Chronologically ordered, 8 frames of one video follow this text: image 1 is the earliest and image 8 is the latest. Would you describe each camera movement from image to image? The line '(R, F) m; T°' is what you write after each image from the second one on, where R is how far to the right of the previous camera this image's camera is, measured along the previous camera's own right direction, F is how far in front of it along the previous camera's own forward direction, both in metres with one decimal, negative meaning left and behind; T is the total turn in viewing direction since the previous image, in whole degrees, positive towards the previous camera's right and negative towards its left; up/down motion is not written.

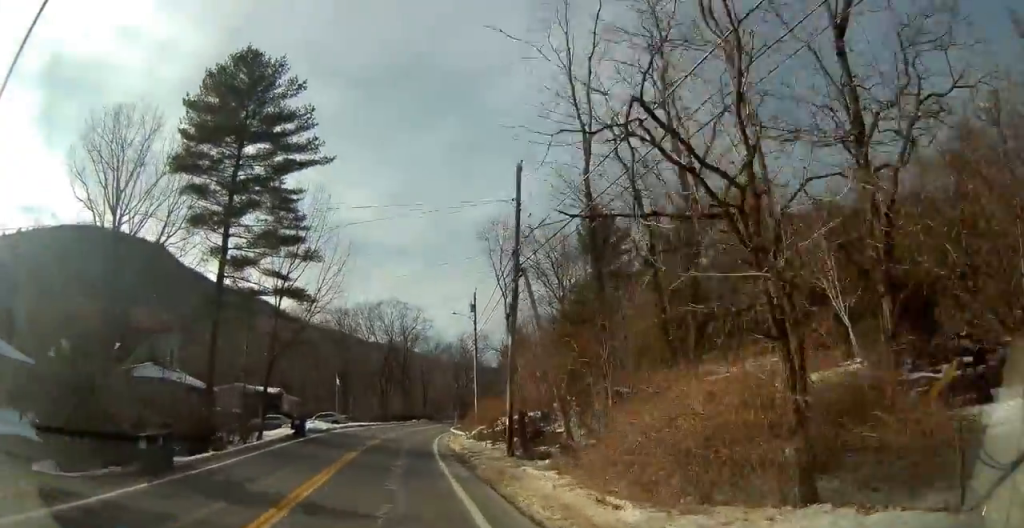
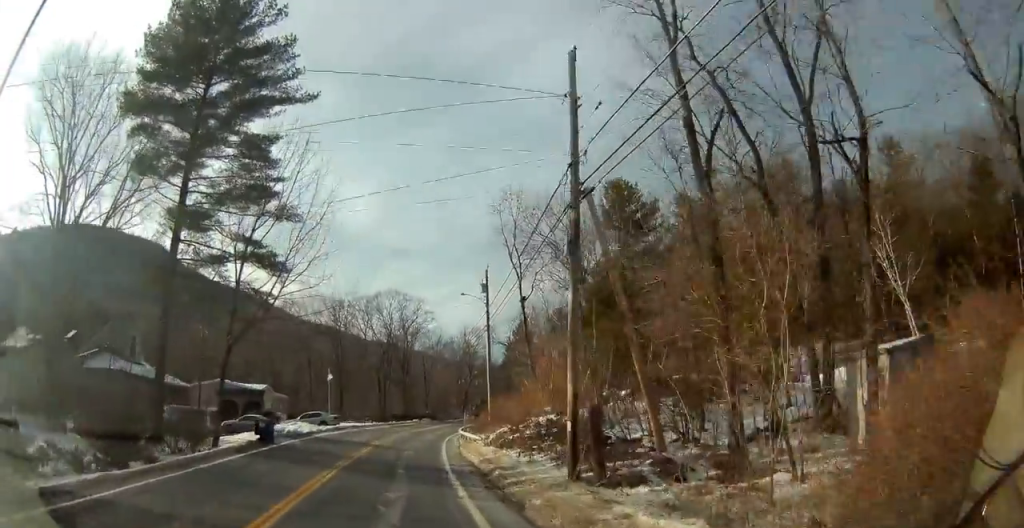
(0.0, +7.7) m; 0°
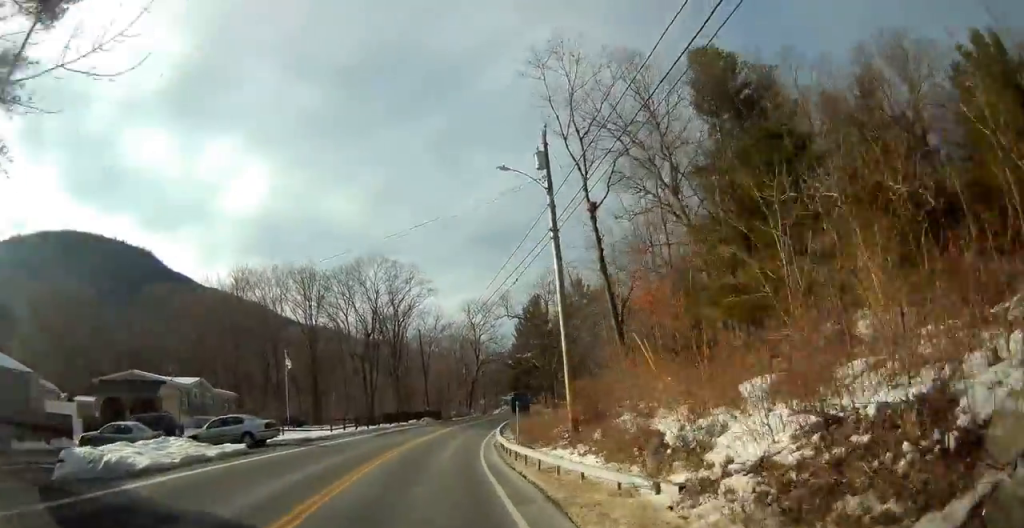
(0.0, +21.5) m; +1°
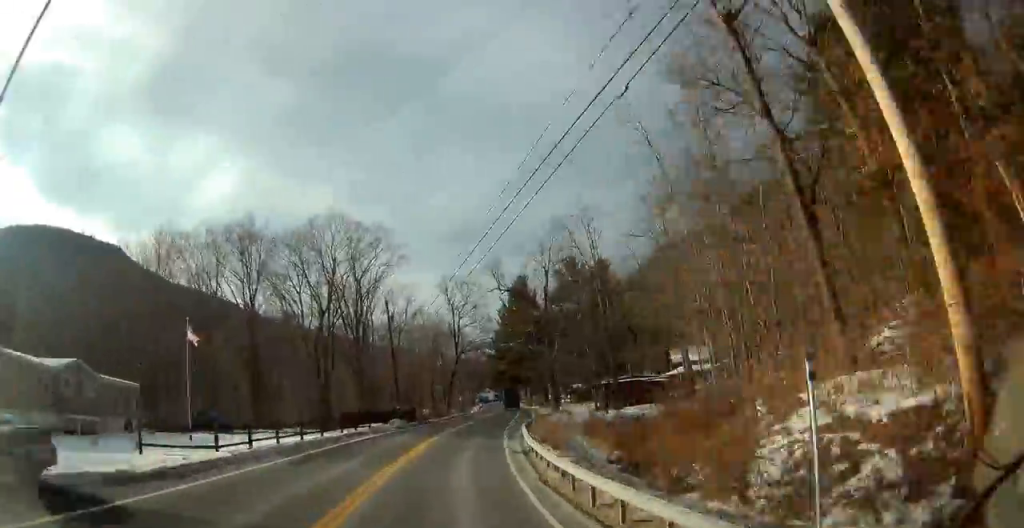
(+0.4, +16.4) m; +3°
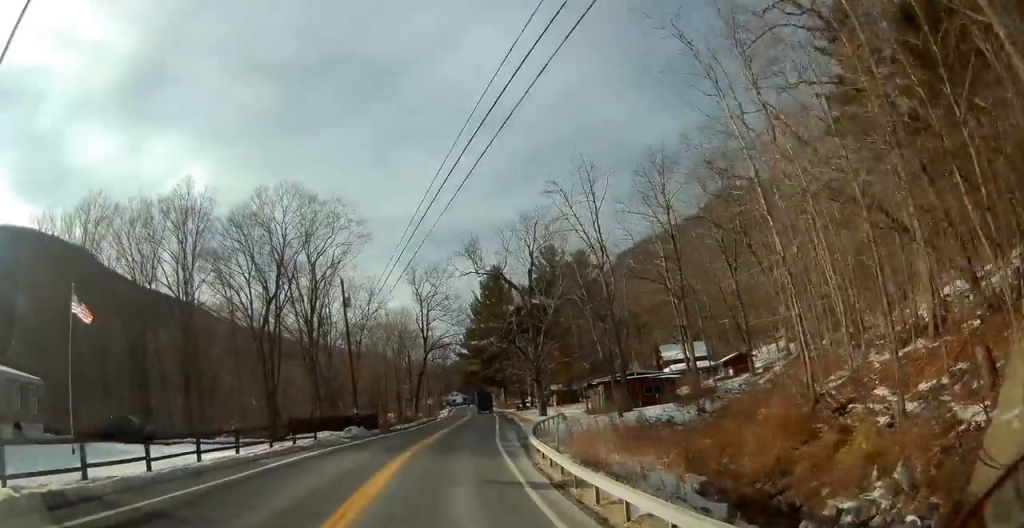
(+0.2, +9.4) m; +3°
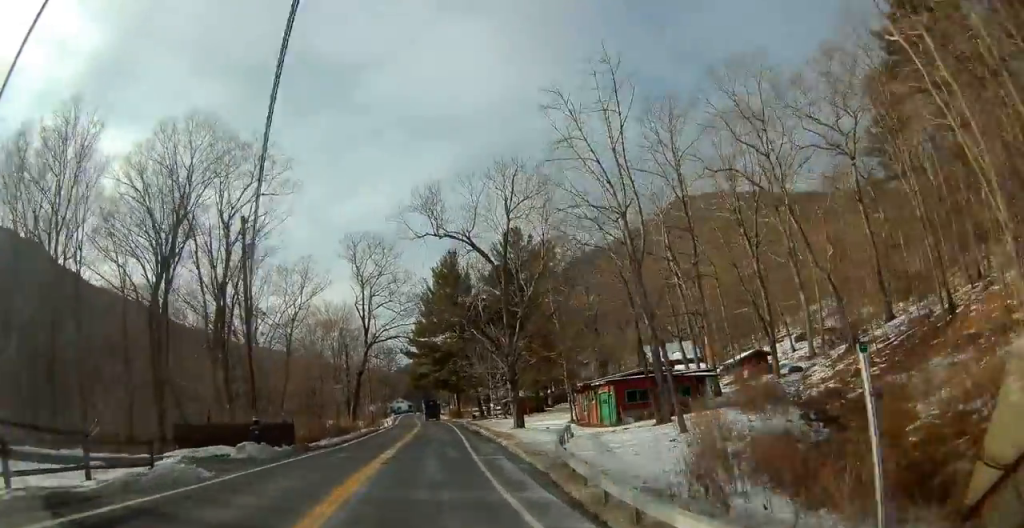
(+0.6, +13.7) m; +4°
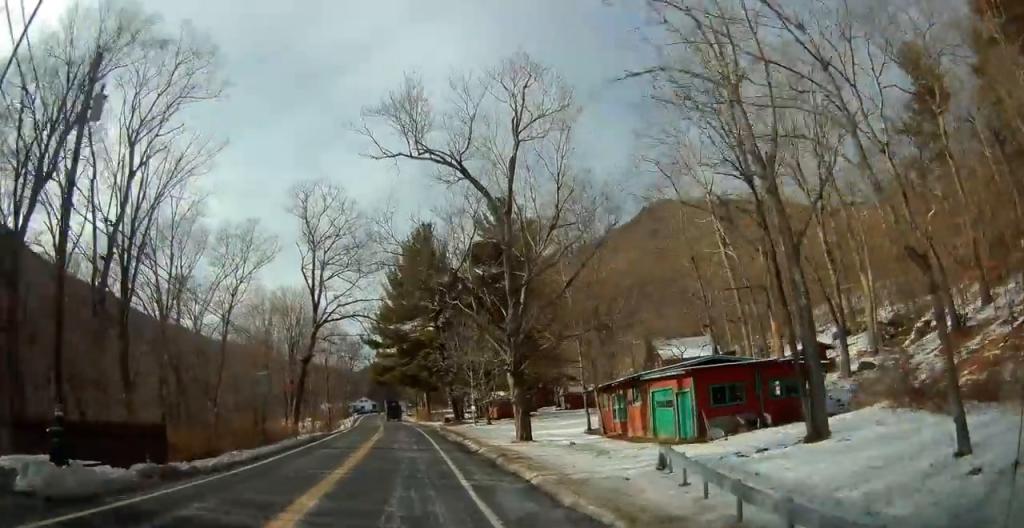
(+0.6, +13.3) m; +3°
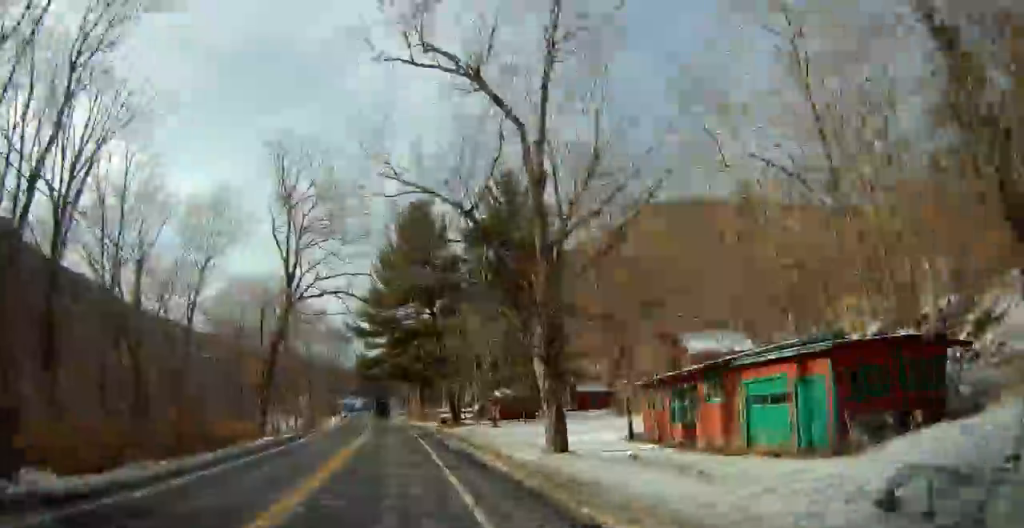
(0.0, +8.0) m; 0°
